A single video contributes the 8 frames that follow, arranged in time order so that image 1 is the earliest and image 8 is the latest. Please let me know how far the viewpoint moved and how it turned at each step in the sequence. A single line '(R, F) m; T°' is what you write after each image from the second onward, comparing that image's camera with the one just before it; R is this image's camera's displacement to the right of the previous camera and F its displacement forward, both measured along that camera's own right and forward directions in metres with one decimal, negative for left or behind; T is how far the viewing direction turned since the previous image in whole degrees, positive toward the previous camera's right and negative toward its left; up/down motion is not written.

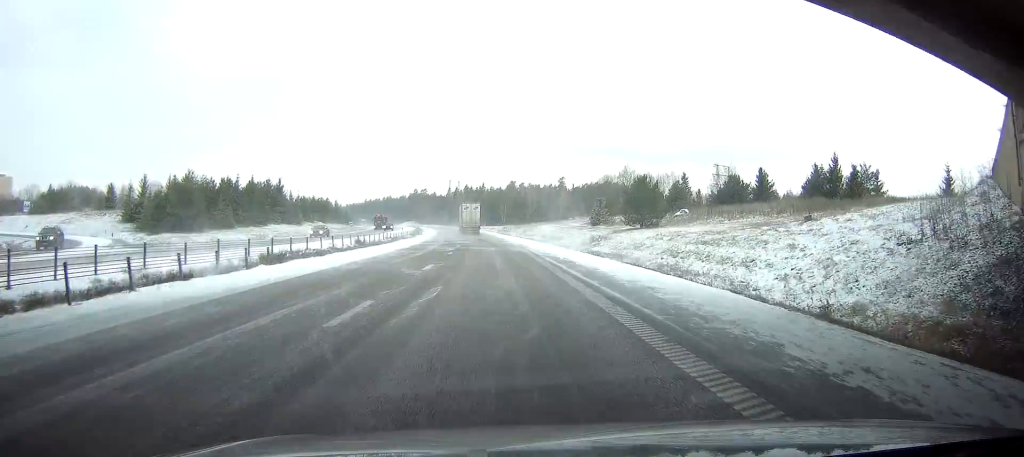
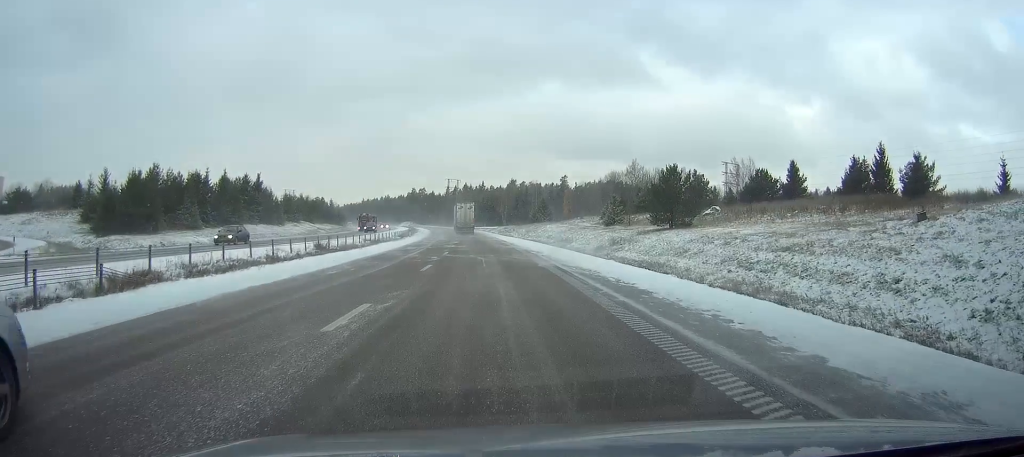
(+0.1, +12.2) m; -1°
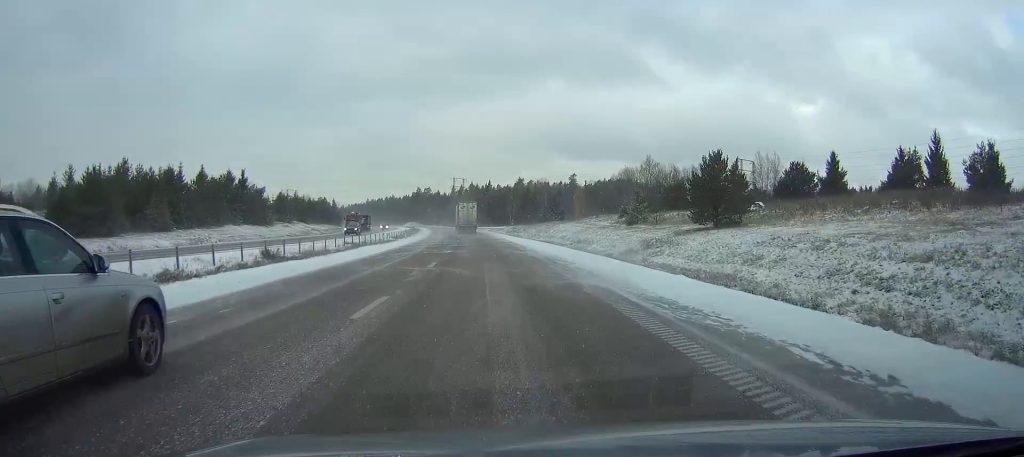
(-0.1, +10.7) m; -1°
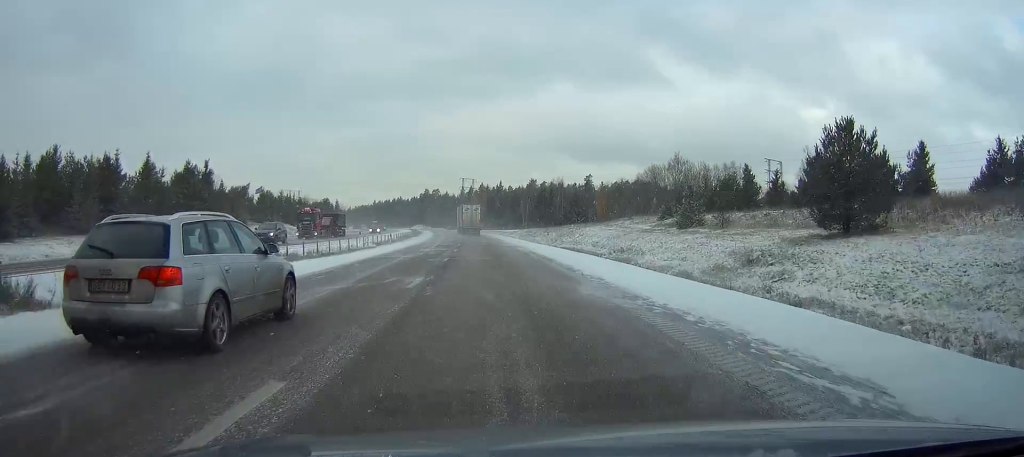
(-0.2, +18.6) m; -1°
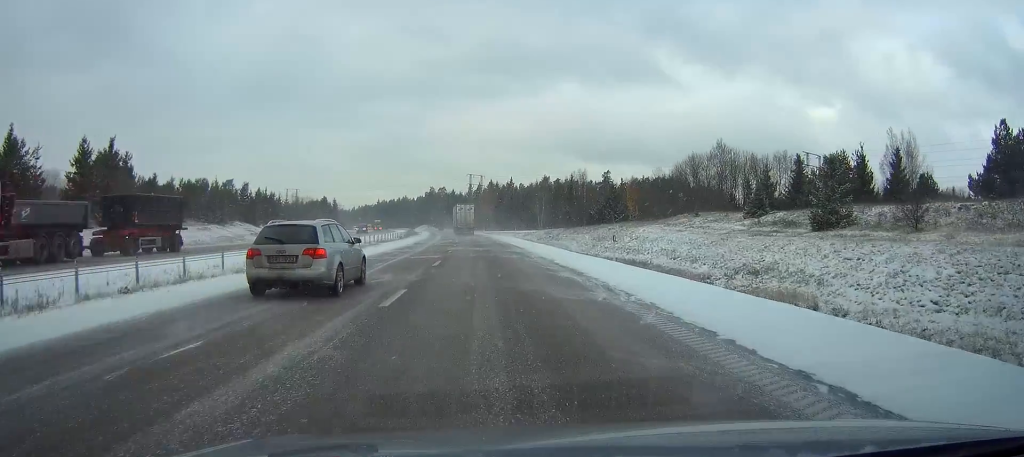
(-0.3, +27.3) m; -1°
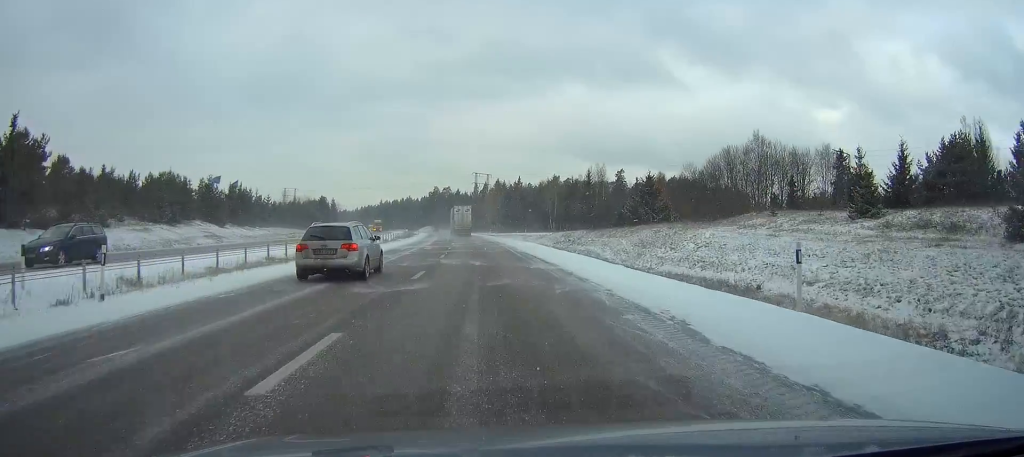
(-0.1, +17.9) m; -1°
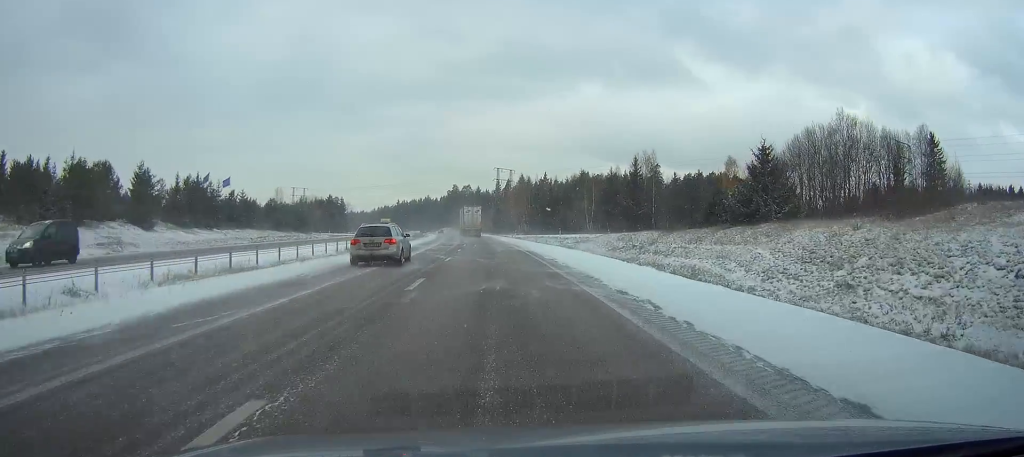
(-0.3, +27.0) m; -1°
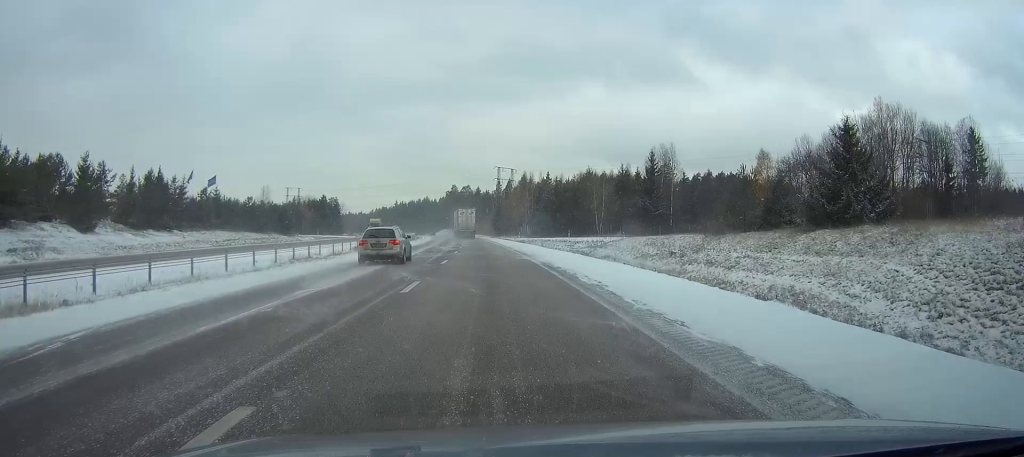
(-0.1, +12.0) m; 0°
